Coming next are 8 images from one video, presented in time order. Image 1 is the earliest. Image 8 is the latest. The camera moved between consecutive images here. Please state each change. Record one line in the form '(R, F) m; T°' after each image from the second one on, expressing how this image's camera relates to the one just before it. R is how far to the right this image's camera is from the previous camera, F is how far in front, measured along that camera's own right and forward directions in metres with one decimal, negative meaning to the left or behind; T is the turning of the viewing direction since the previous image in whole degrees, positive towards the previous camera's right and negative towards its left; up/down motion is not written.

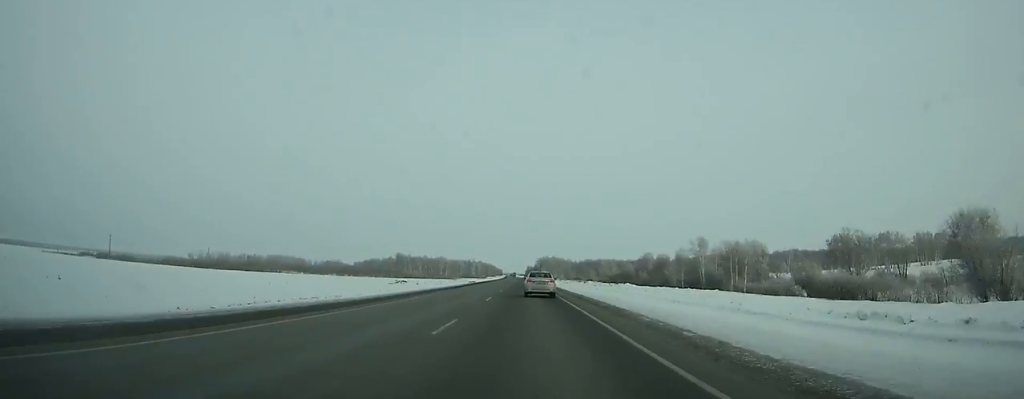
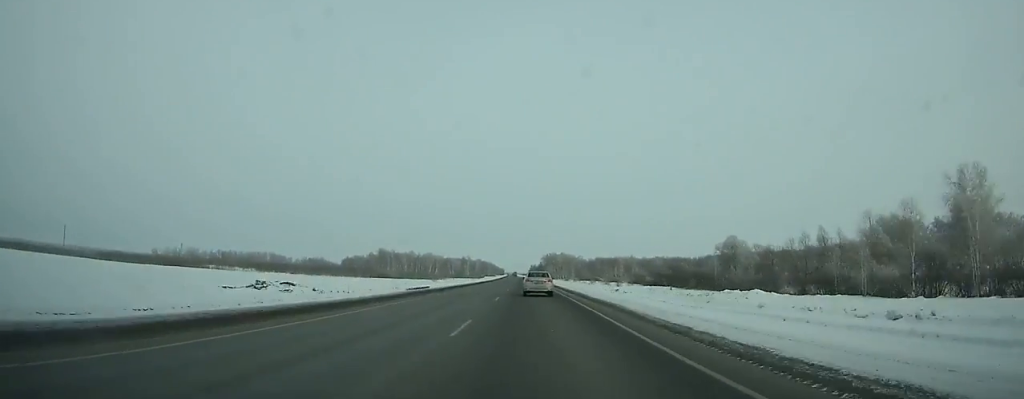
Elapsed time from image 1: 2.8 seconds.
(-0.2, +81.1) m; 0°
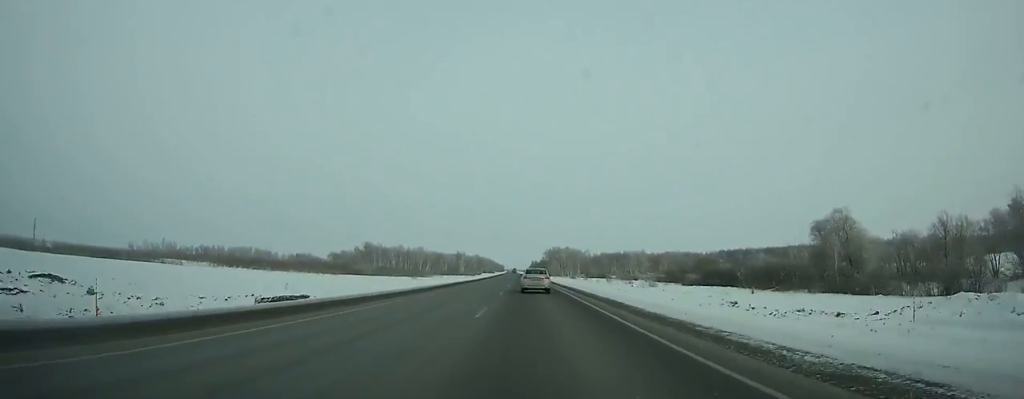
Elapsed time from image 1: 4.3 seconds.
(0.0, +43.4) m; 0°
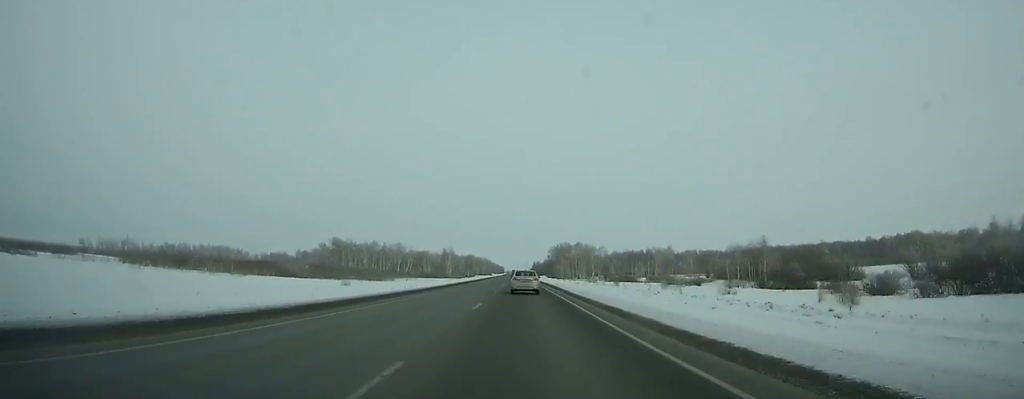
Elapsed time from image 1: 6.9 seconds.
(-0.1, +74.6) m; 0°
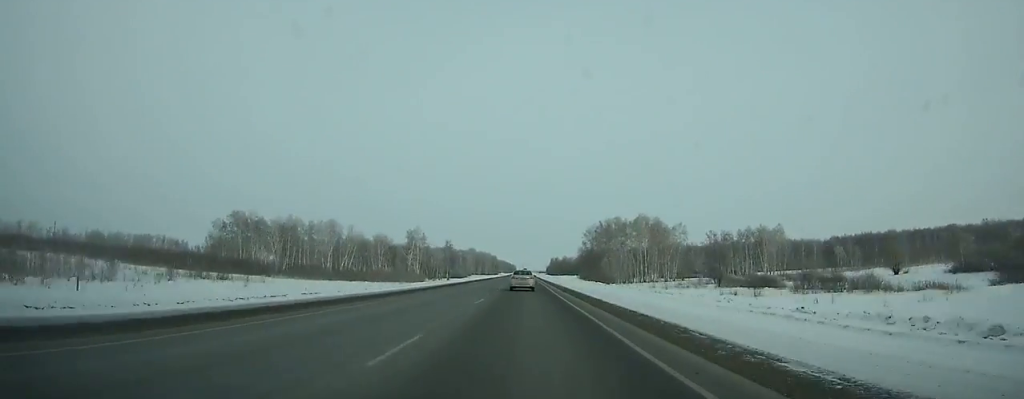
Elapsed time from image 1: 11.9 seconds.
(-0.9, +141.9) m; -1°
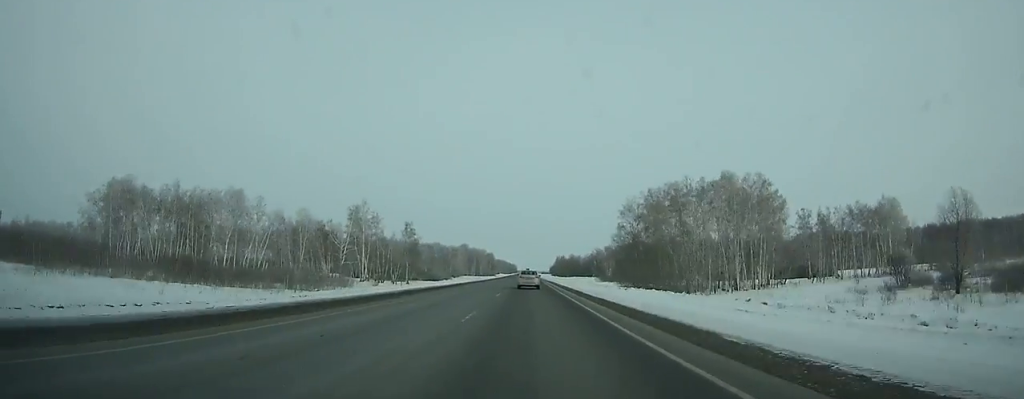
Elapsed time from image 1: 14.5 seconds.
(-0.1, +73.1) m; 0°
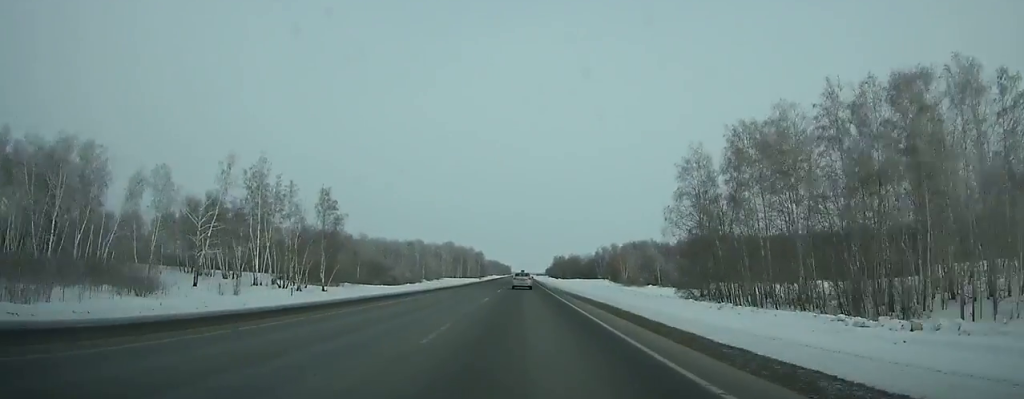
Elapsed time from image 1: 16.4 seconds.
(0.0, +53.4) m; 0°
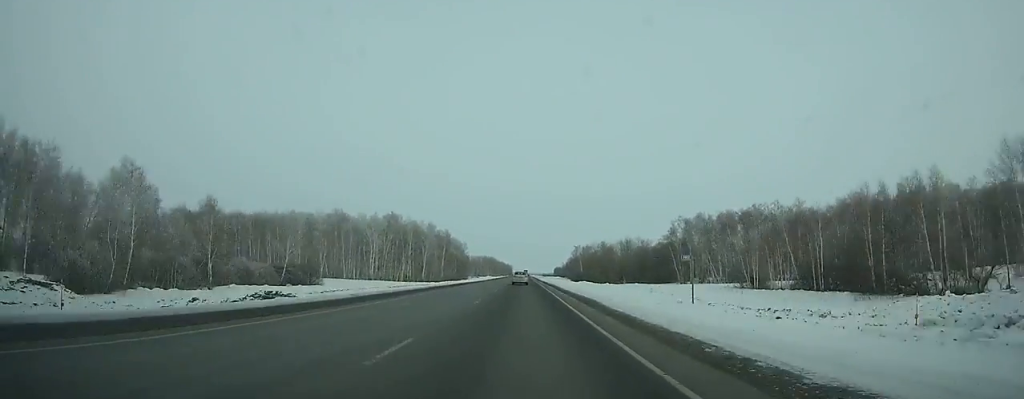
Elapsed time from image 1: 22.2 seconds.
(-0.4, +164.3) m; 0°
